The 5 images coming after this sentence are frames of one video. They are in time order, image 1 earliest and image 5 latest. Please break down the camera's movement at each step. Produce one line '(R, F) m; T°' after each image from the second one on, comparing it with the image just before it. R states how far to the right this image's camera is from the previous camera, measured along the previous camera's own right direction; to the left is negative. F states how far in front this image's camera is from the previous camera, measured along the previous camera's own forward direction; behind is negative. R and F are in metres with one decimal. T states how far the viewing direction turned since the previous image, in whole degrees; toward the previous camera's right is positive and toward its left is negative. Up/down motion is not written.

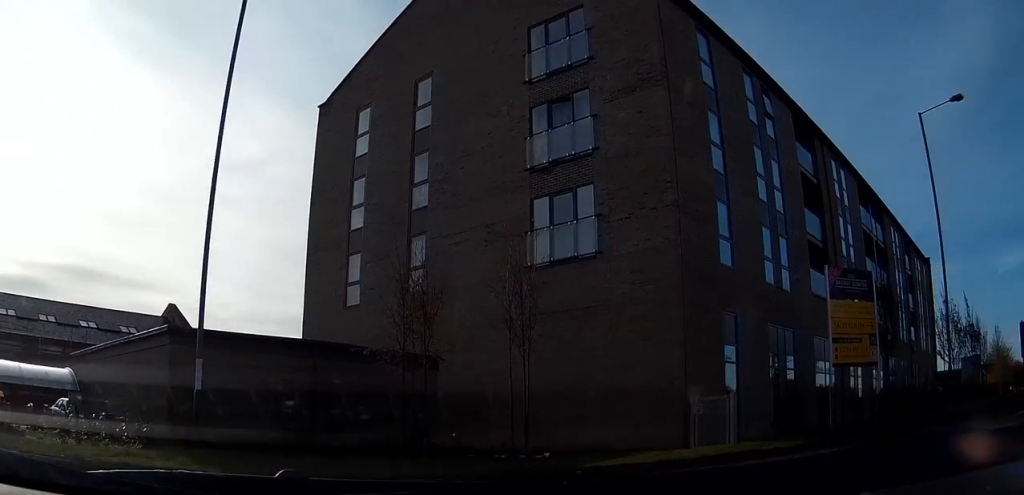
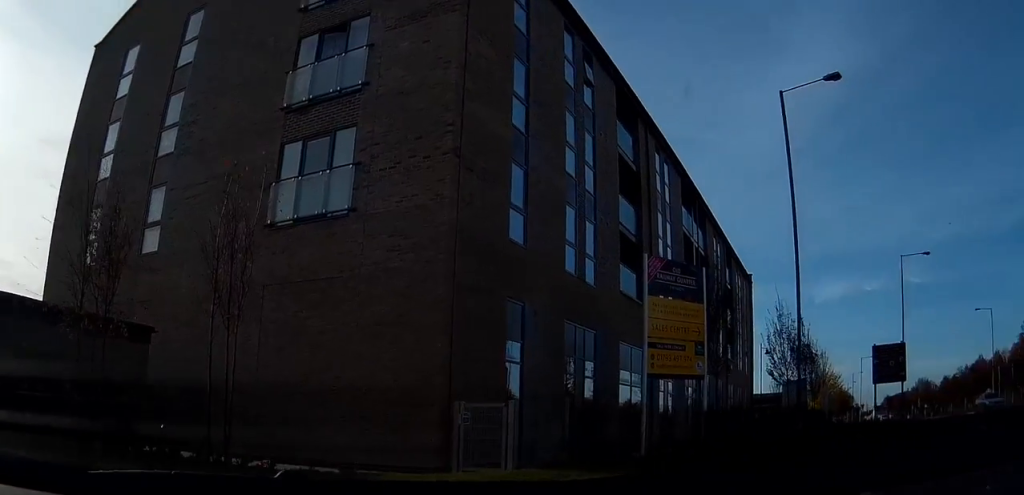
(+0.3, +4.0) m; +14°
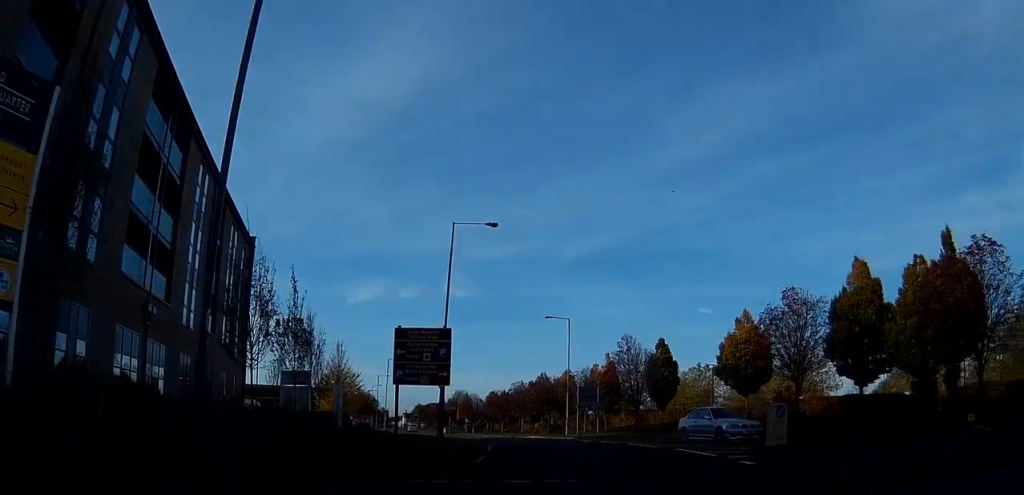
(+3.5, +10.2) m; +30°
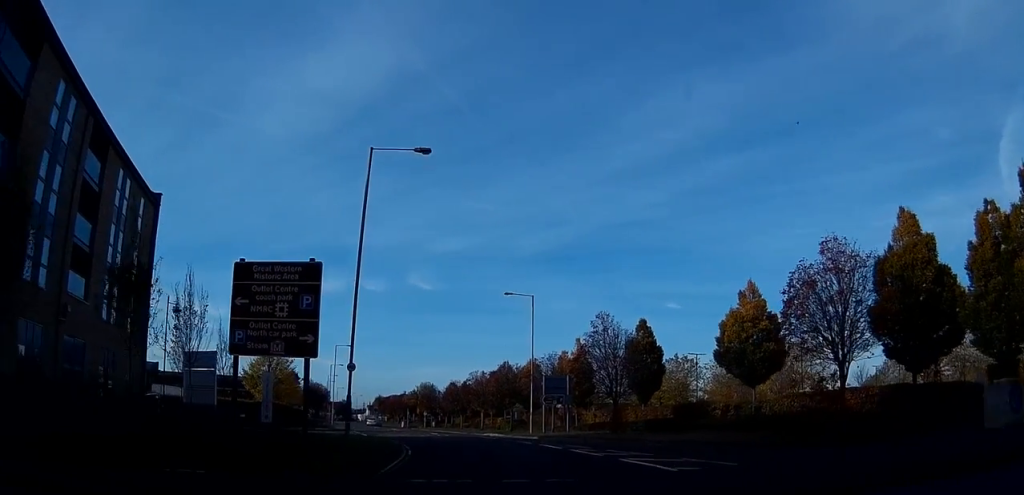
(+0.7, +9.8) m; +6°
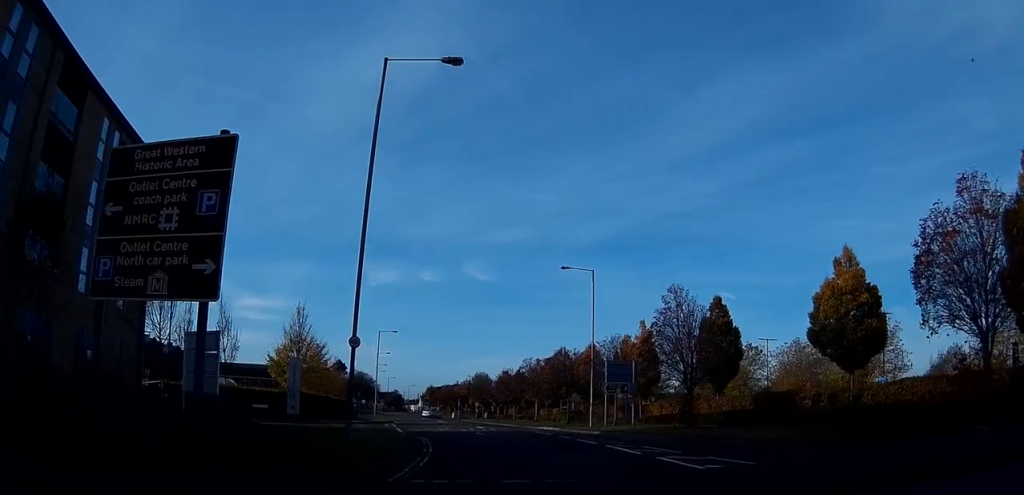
(+0.1, +6.7) m; +1°
